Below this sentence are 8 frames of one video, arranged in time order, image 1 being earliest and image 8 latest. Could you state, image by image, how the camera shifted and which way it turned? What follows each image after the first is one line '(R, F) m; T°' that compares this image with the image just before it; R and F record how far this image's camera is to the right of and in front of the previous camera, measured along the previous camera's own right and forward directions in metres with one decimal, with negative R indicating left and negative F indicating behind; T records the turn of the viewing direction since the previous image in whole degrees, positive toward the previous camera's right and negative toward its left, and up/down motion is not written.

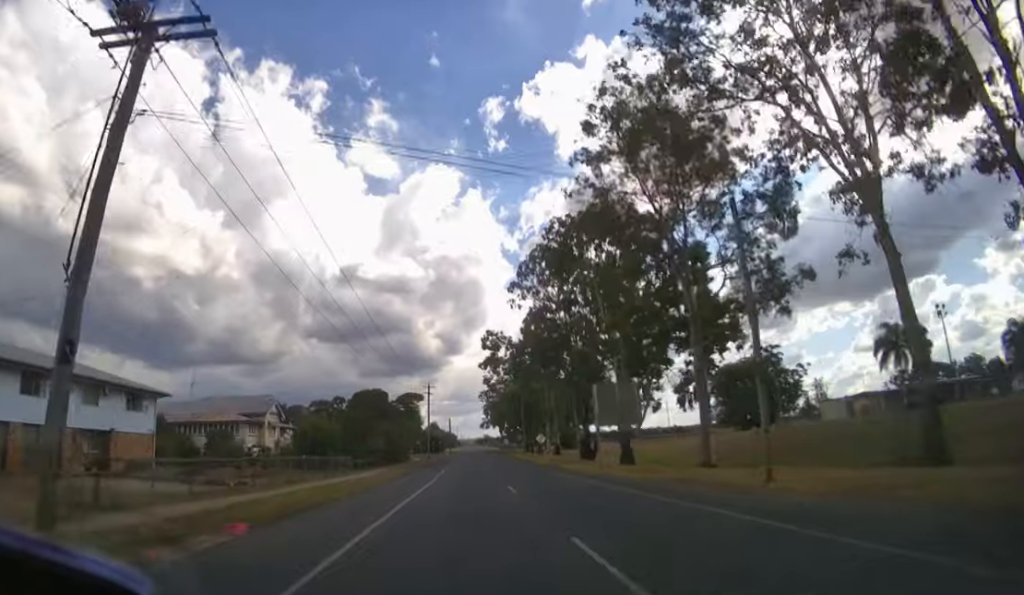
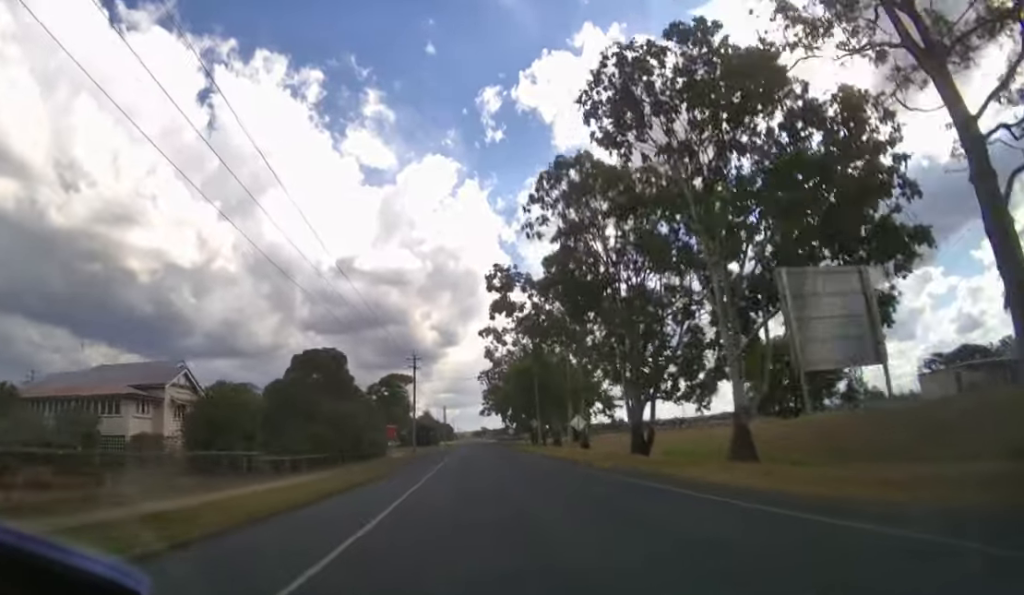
(+0.1, +15.2) m; +1°
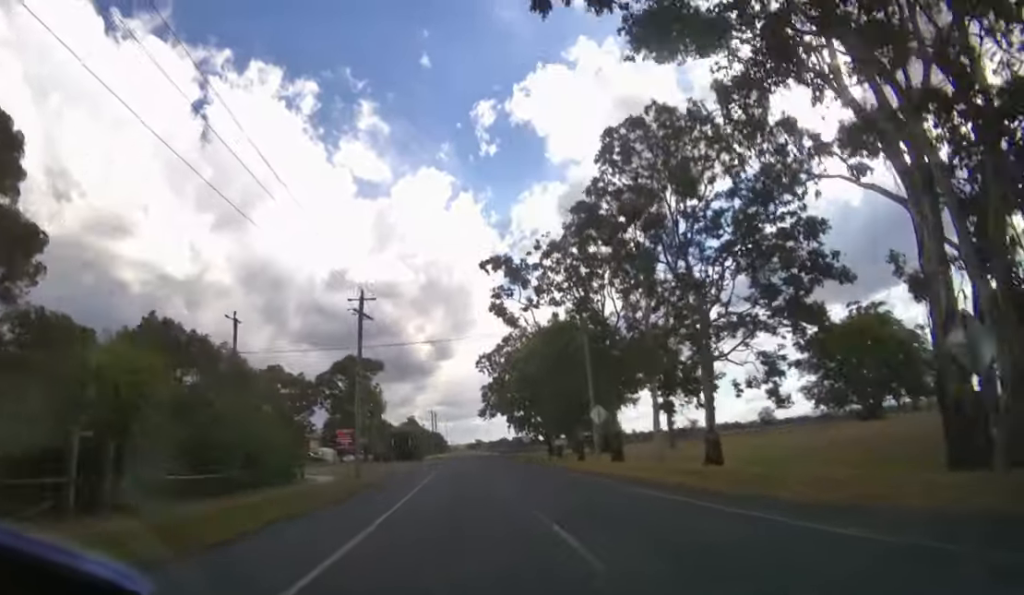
(+0.1, +23.1) m; 0°
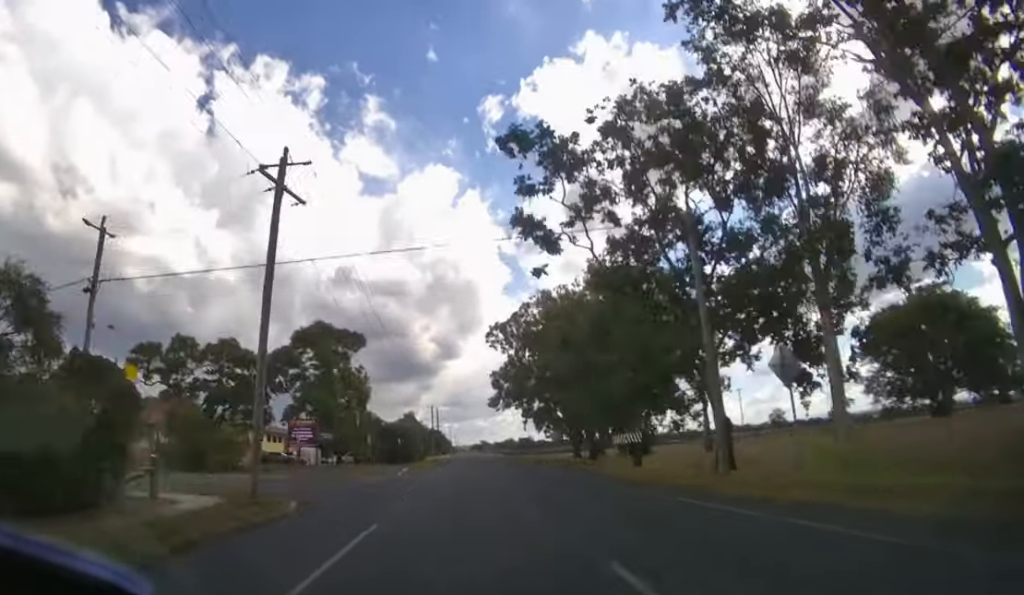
(0.0, +13.1) m; 0°
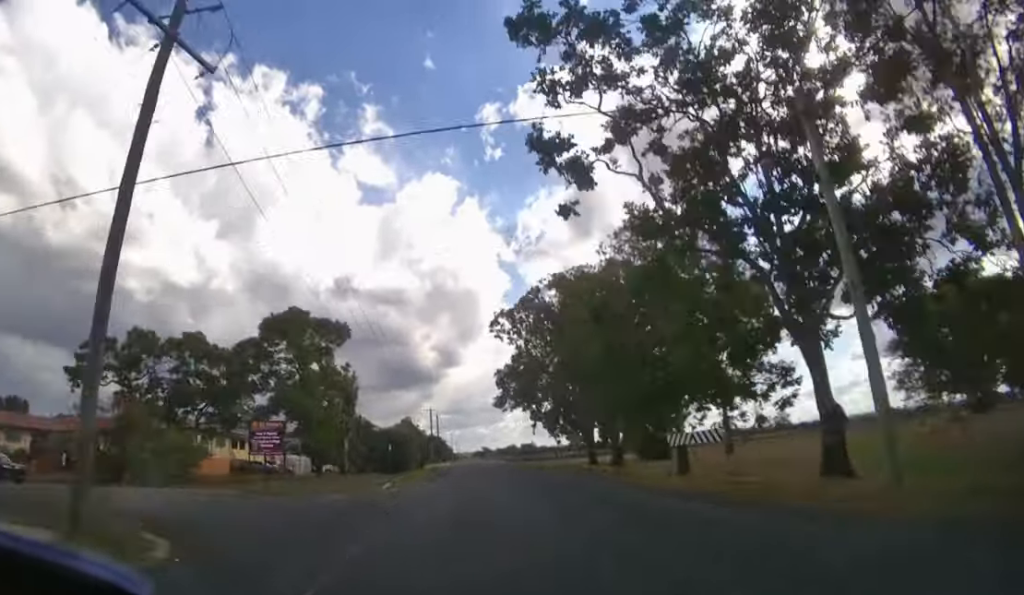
(0.0, +7.2) m; 0°
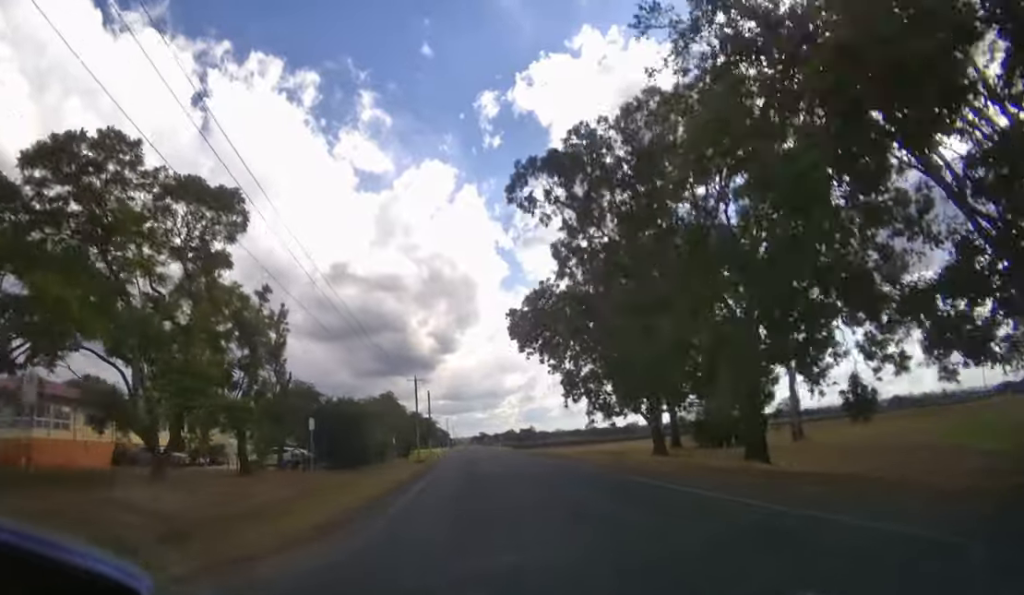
(0.0, +20.7) m; 0°
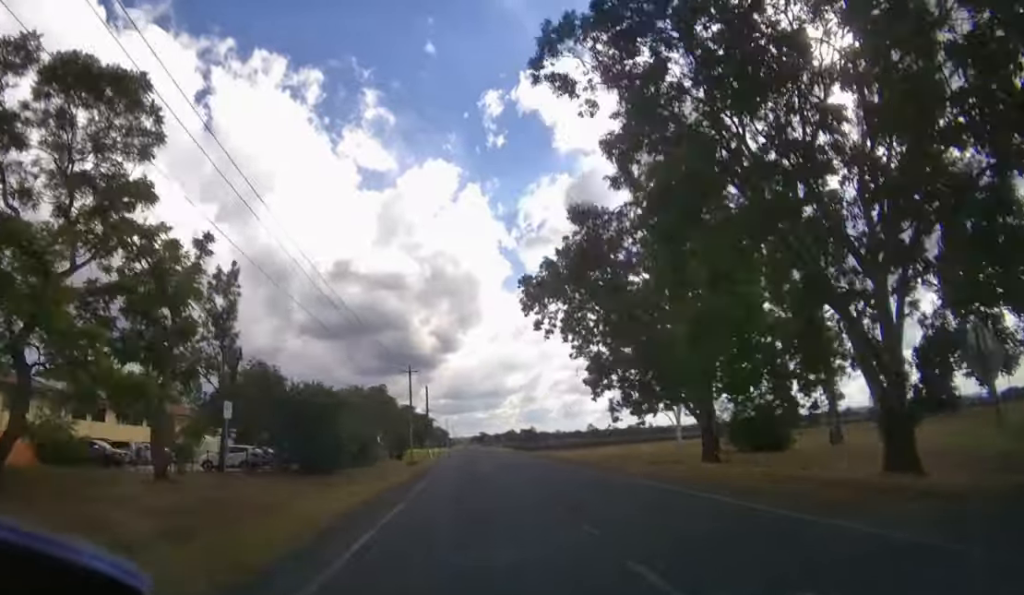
(0.0, +8.2) m; 0°
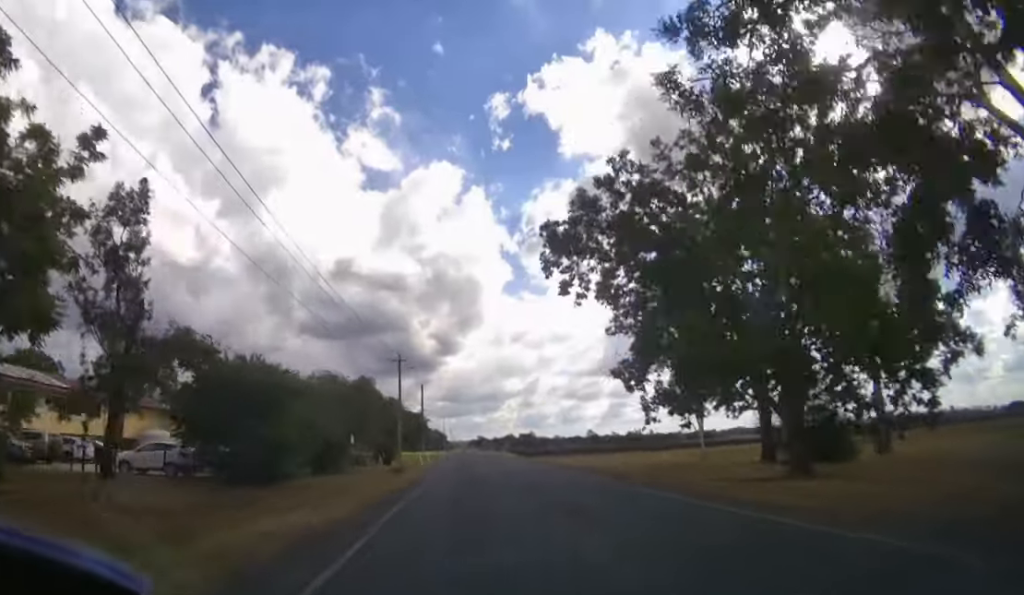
(0.0, +9.7) m; 0°
